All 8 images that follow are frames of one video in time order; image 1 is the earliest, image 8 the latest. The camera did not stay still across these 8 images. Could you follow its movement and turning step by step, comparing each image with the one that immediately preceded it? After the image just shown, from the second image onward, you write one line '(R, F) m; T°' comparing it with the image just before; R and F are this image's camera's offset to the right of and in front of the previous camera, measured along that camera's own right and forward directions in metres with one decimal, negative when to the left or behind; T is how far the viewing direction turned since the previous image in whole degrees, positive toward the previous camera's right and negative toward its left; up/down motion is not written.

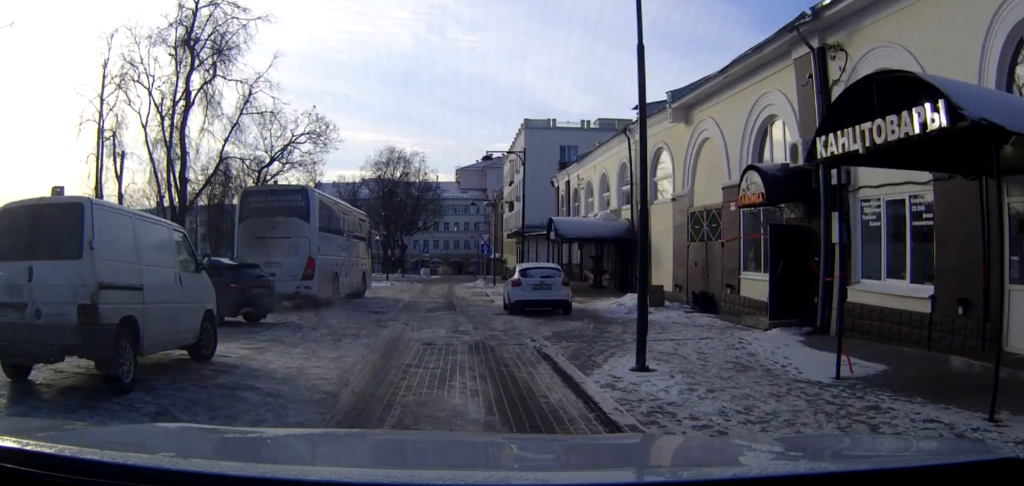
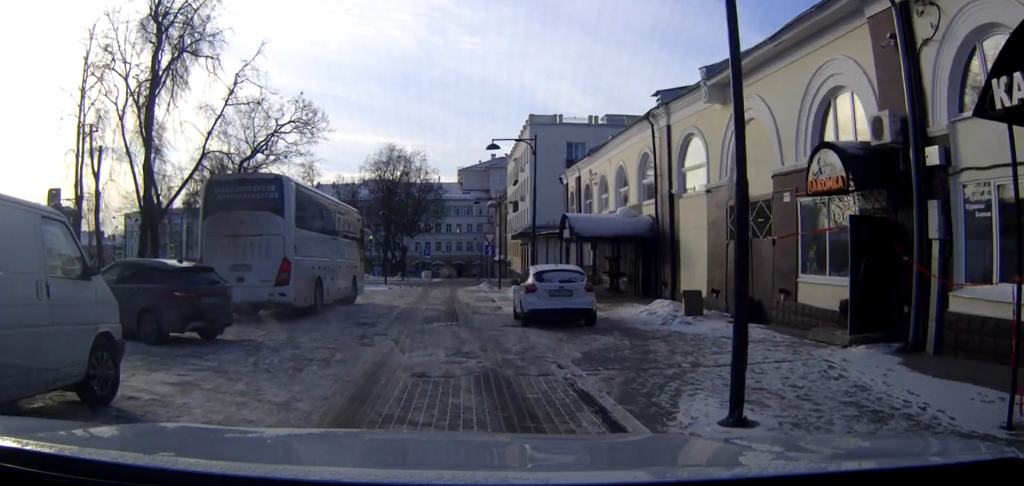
(-0.1, +3.5) m; -2°
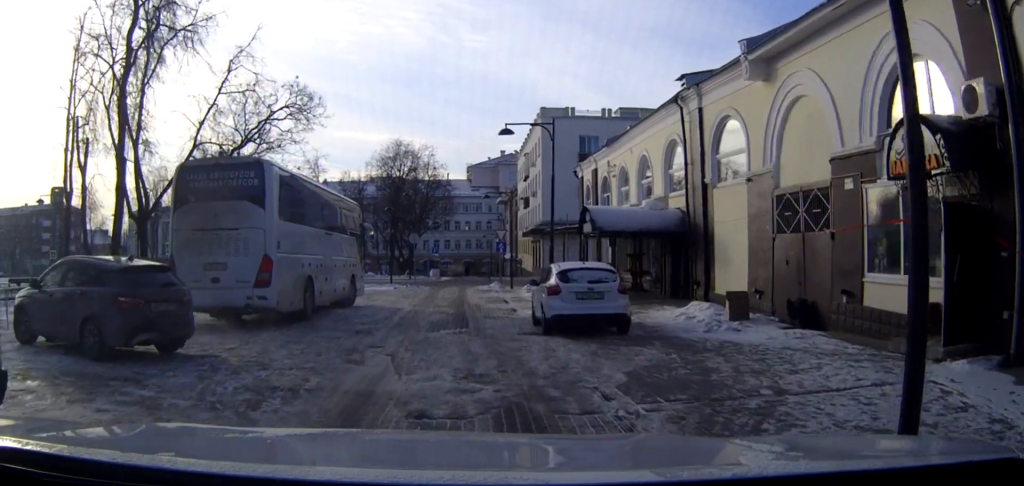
(0.0, +2.7) m; -1°
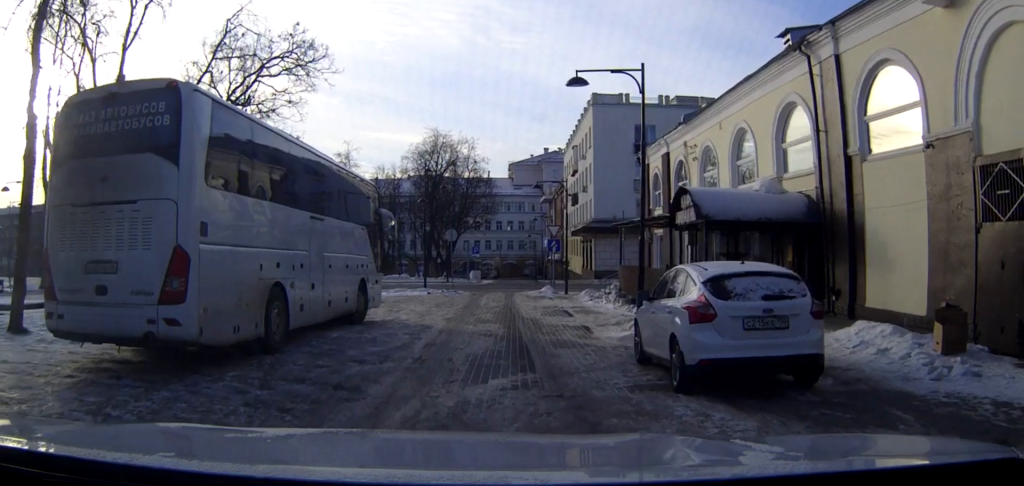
(0.0, +7.1) m; 0°
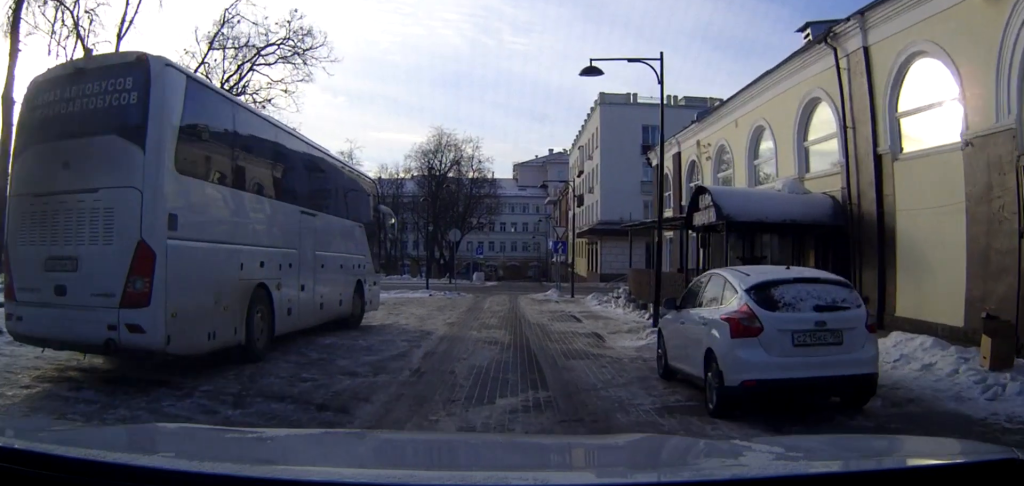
(0.0, +1.1) m; -1°
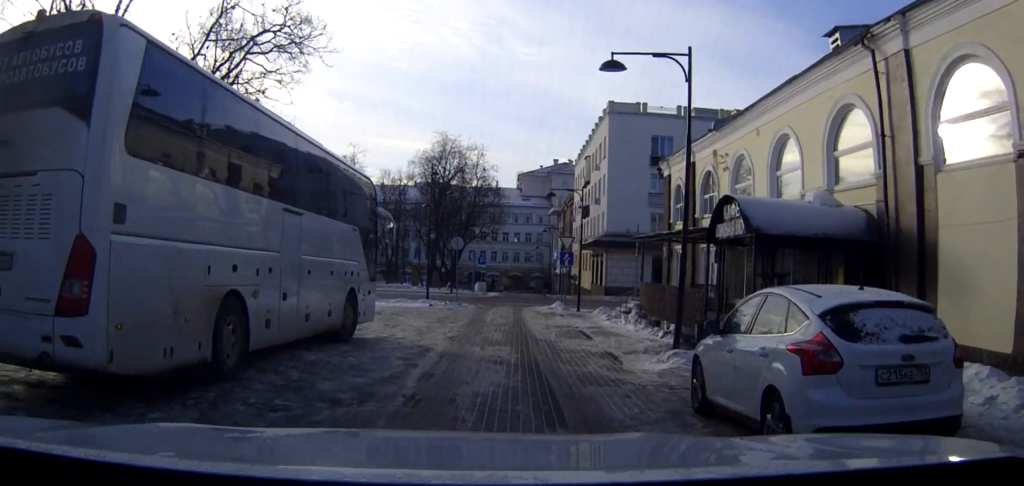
(0.0, +1.5) m; -1°
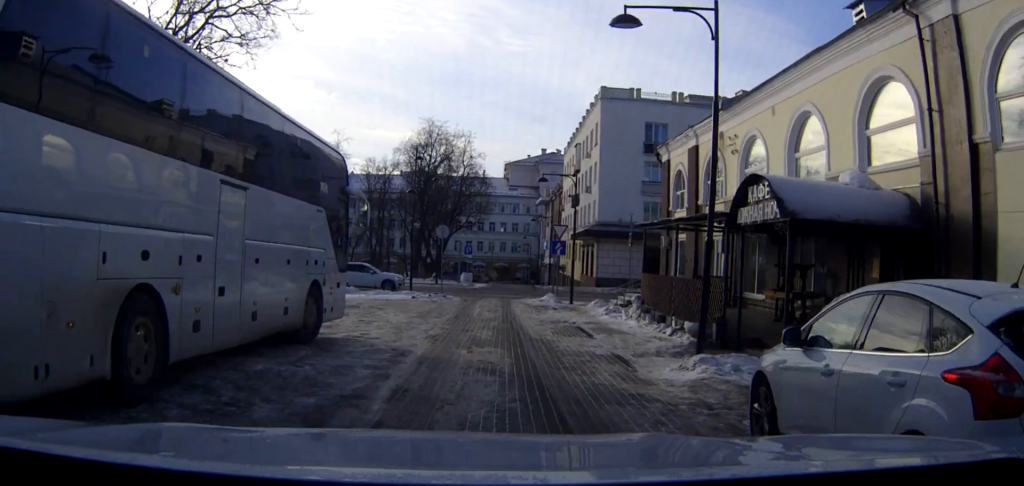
(0.0, +2.3) m; +1°
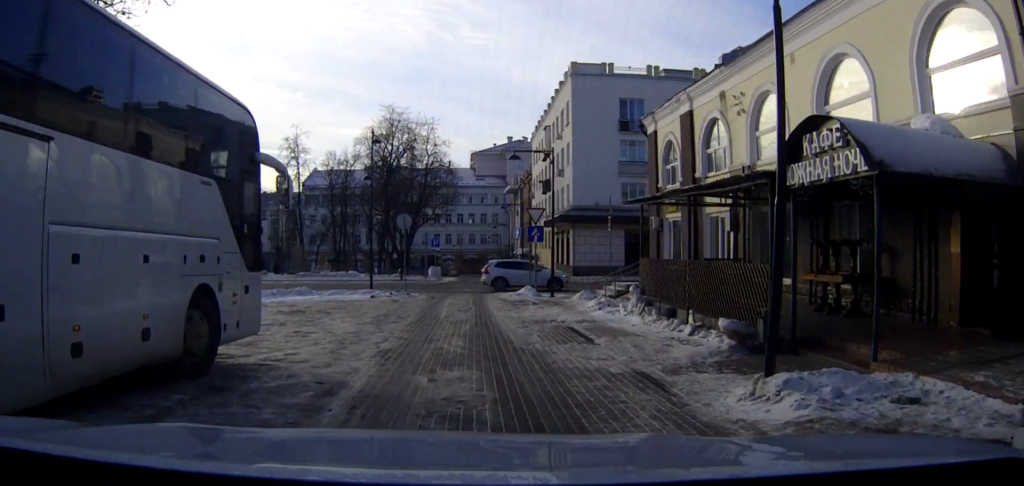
(+0.1, +4.0) m; +3°
